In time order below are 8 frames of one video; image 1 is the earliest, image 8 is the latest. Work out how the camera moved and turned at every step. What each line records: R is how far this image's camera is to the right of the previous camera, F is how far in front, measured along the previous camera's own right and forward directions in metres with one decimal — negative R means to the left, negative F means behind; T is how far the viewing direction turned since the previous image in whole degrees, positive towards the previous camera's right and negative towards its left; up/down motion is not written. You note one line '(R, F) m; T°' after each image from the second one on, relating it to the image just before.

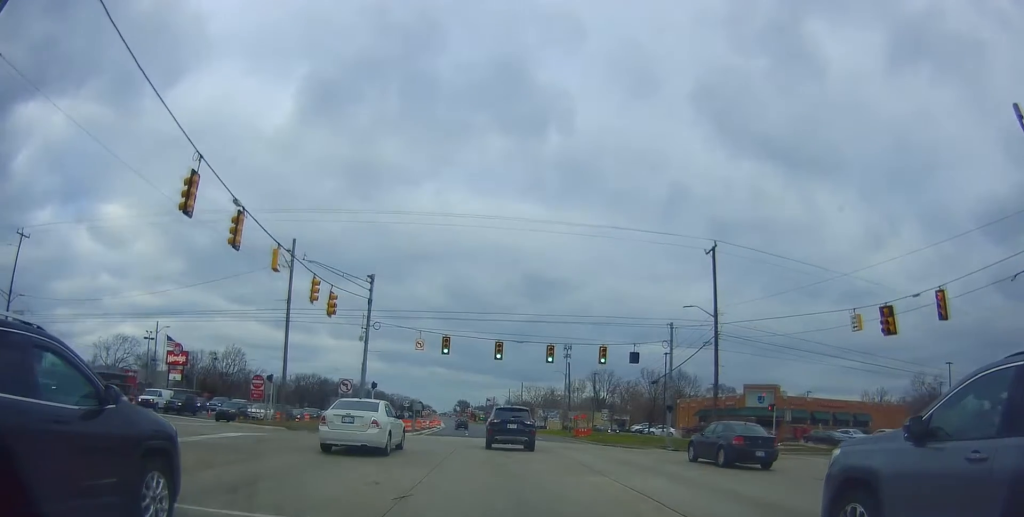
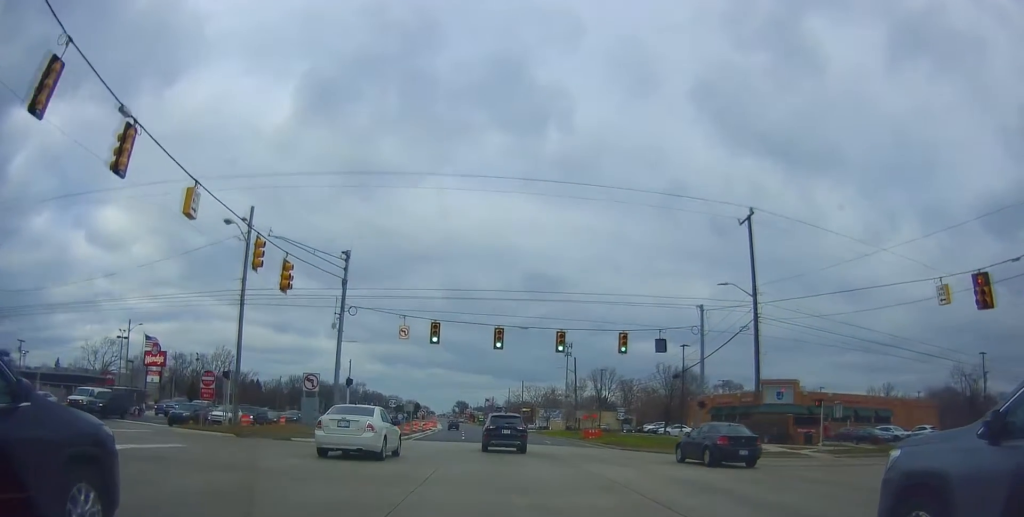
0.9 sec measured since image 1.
(0.0, +6.7) m; 0°
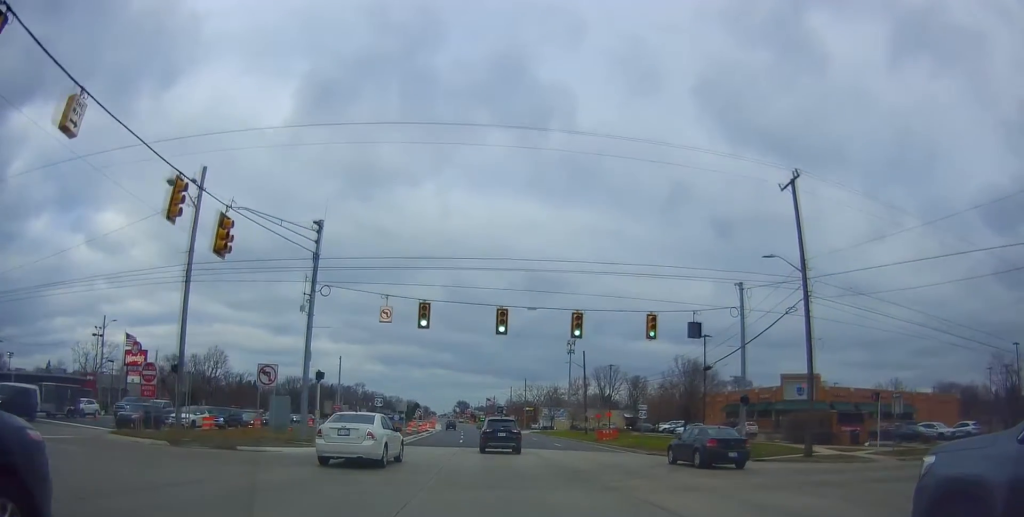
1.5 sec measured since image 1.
(0.0, +6.6) m; 0°
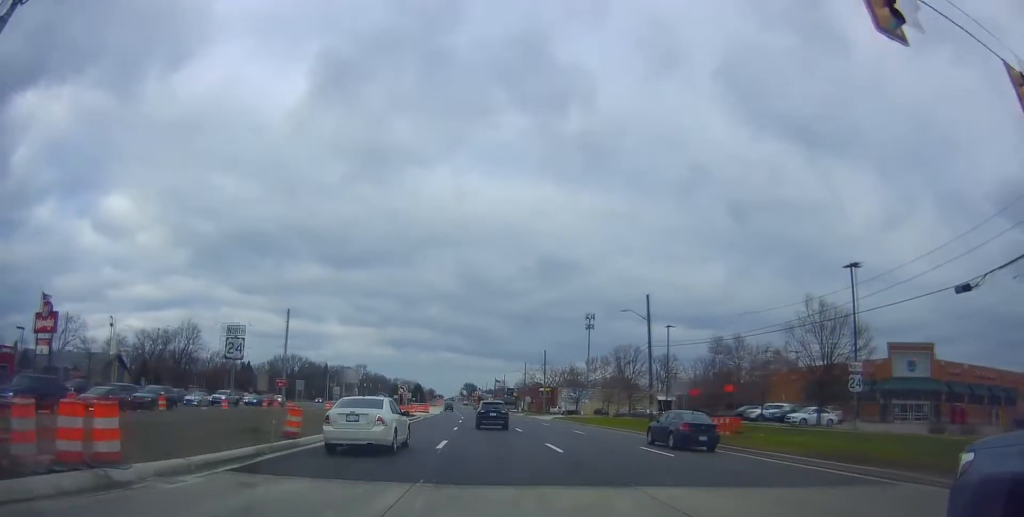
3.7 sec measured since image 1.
(+1.2, +26.0) m; +3°
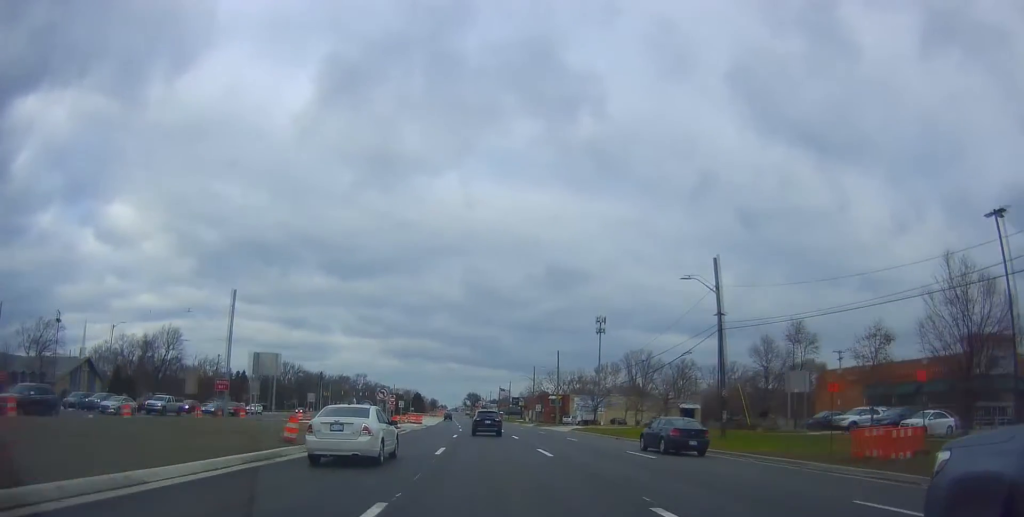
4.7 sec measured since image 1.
(-0.4, +14.1) m; -2°
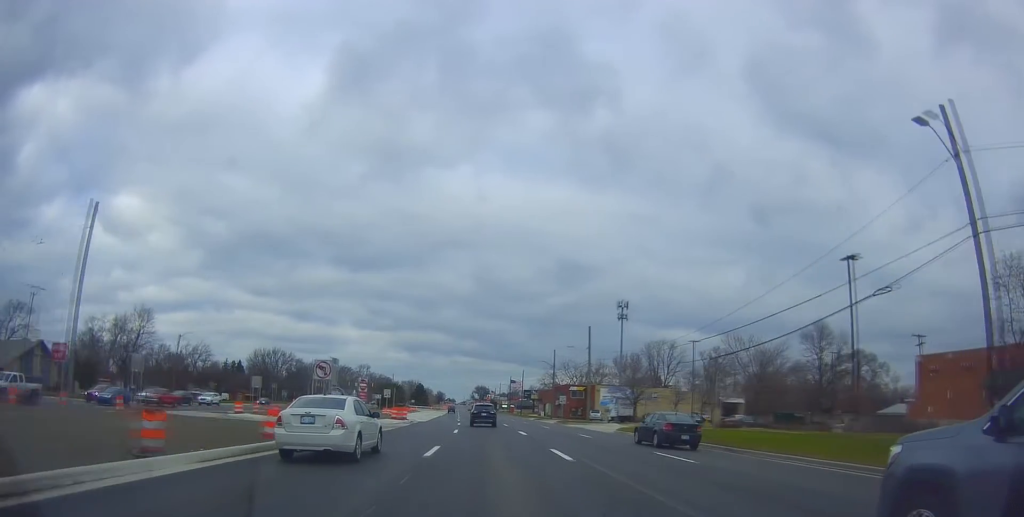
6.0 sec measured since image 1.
(-0.3, +19.9) m; -1°
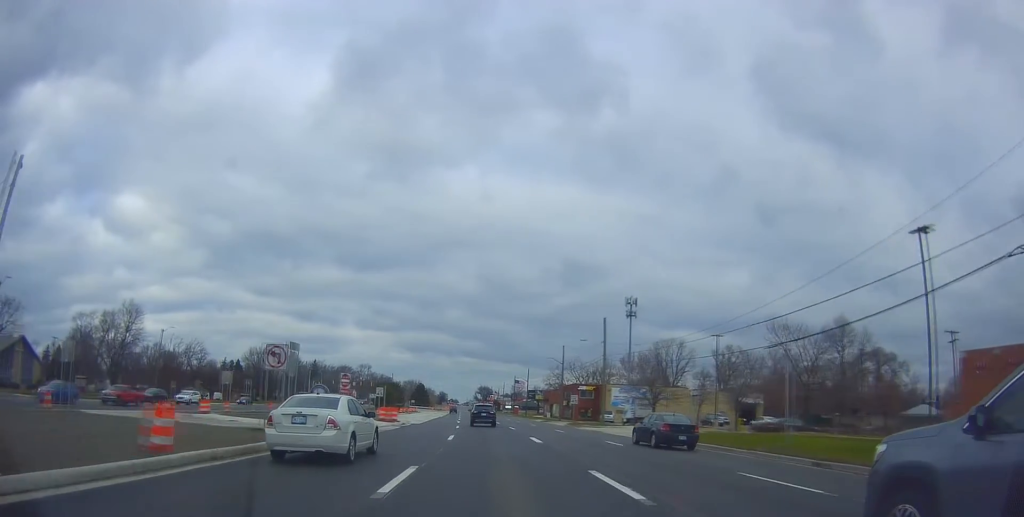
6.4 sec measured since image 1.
(0.0, +7.1) m; 0°
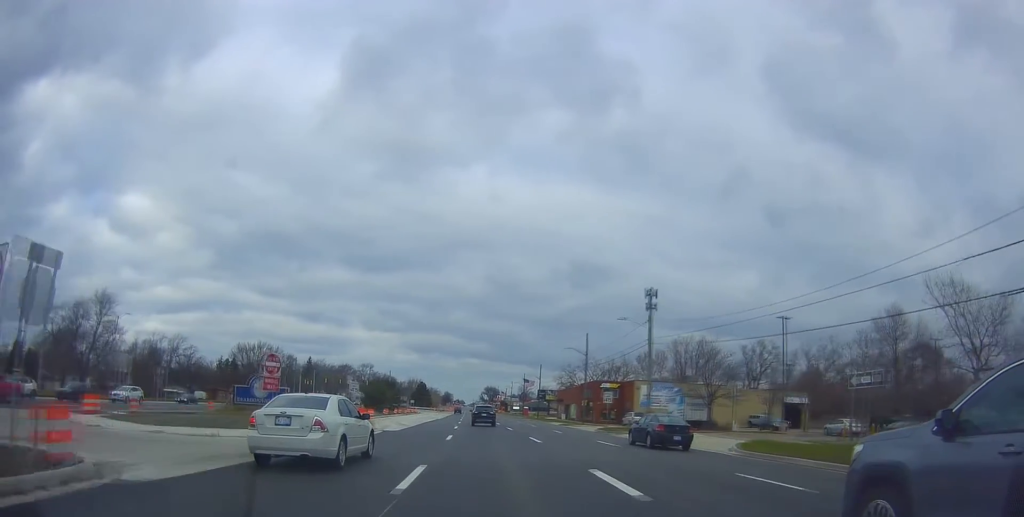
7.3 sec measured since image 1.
(0.0, +15.2) m; -1°
